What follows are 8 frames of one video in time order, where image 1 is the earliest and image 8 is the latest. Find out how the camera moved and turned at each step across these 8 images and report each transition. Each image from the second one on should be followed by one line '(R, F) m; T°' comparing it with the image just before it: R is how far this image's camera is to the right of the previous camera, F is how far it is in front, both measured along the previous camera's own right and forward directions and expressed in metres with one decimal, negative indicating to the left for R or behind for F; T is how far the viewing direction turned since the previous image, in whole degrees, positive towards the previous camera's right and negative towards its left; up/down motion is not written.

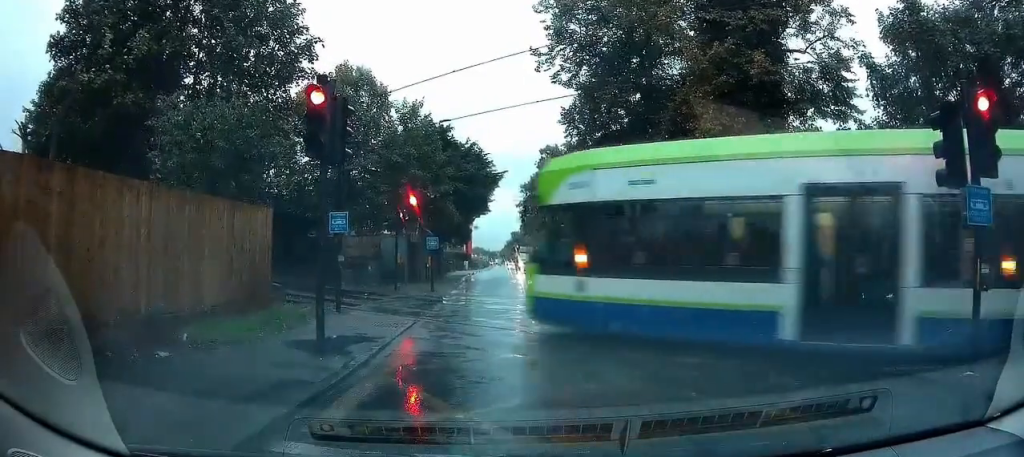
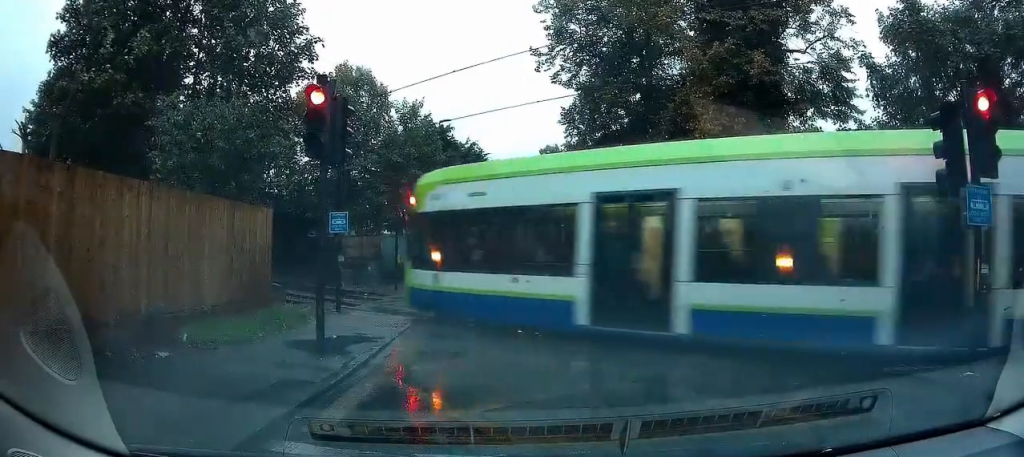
(0.0, +0.4) m; 0°
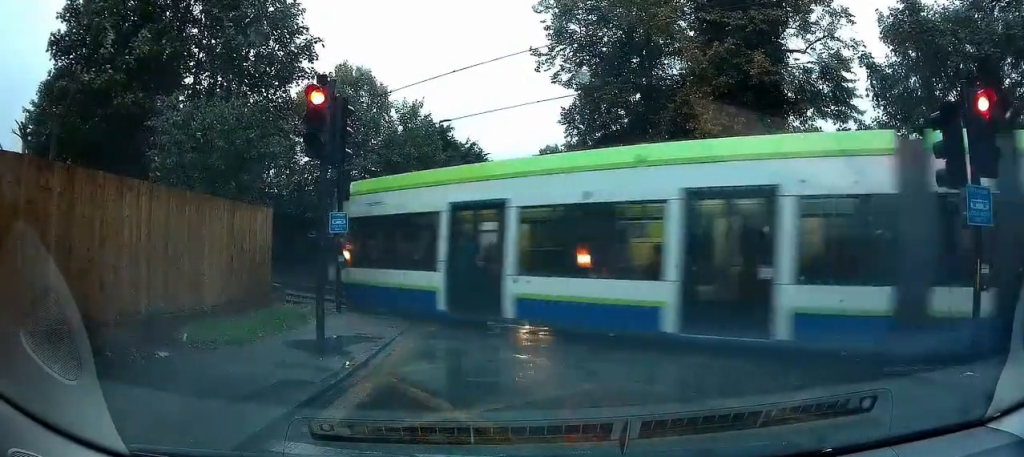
(0.0, +0.2) m; 0°
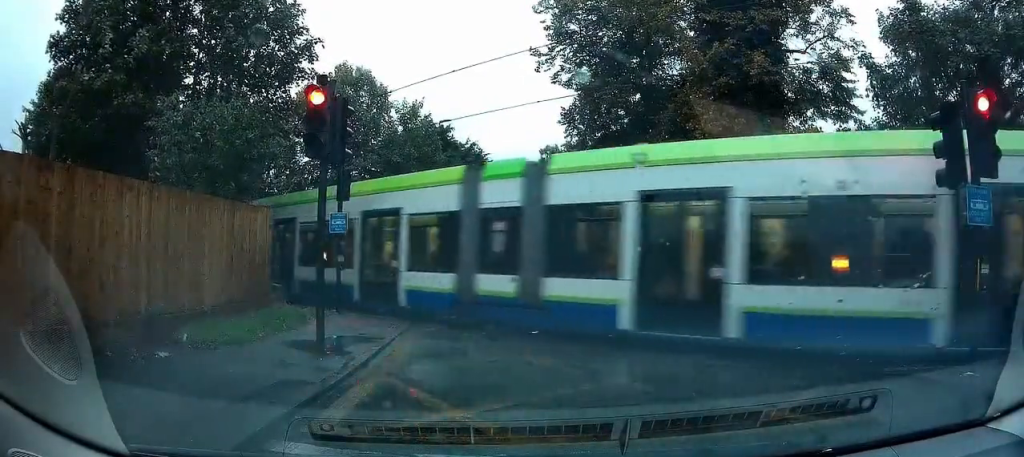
(0.0, +0.1) m; 0°
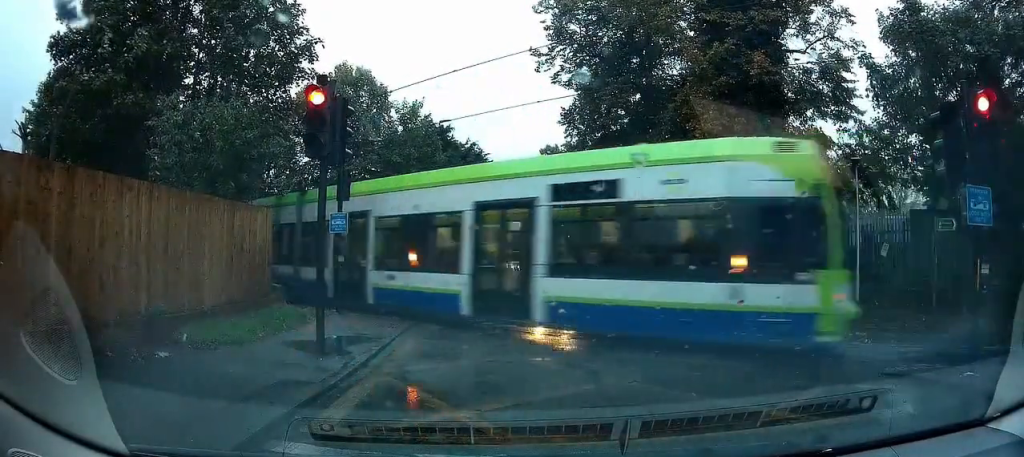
(+0.1, 0.0) m; 0°
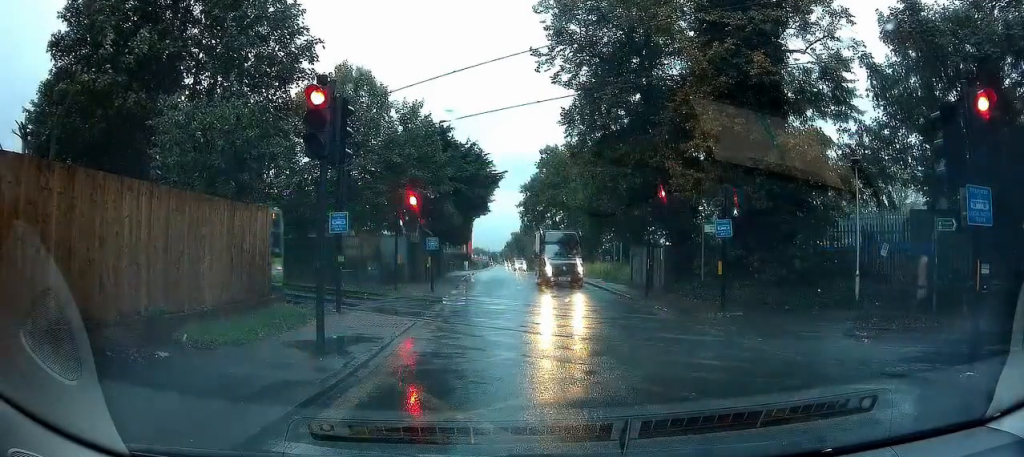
(+0.2, -0.1) m; 0°
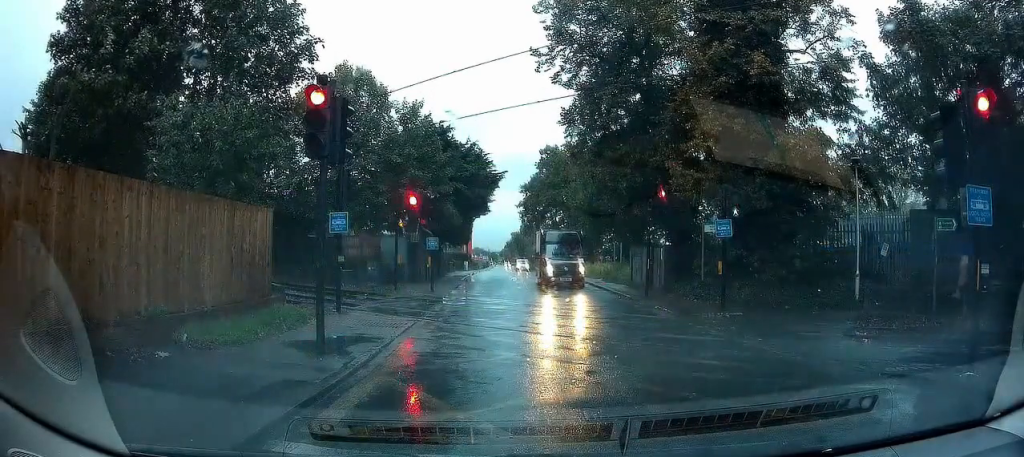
(+0.1, 0.0) m; 0°
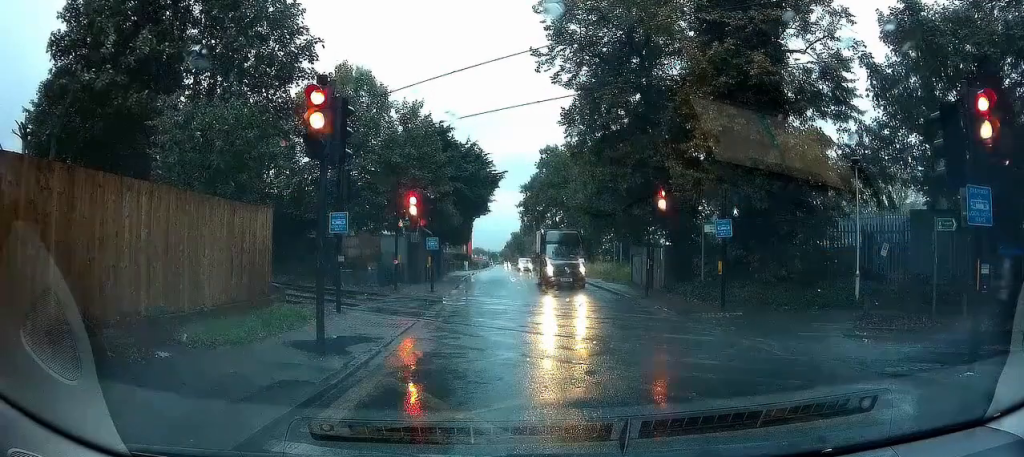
(0.0, +0.1) m; 0°
